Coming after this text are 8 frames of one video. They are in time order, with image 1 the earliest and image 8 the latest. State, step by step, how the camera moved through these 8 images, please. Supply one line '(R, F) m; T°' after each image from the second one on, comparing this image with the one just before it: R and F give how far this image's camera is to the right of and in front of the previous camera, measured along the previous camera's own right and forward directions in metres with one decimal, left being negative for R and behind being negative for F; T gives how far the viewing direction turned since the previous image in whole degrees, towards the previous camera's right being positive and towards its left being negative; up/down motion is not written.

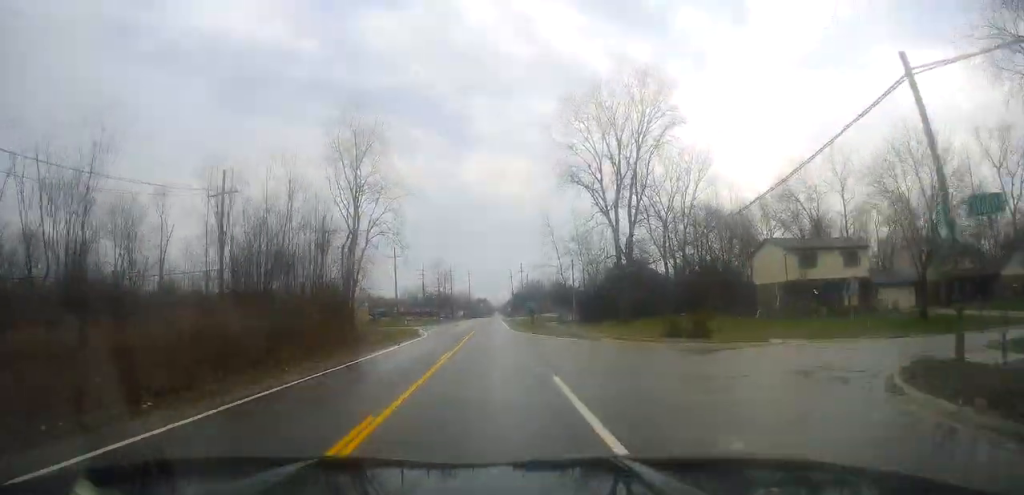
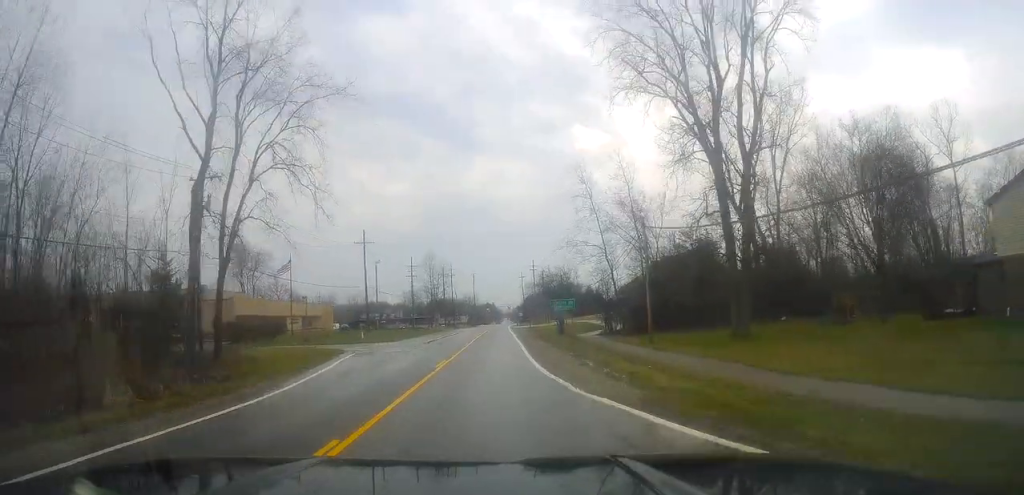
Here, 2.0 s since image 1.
(+1.0, +32.0) m; +3°
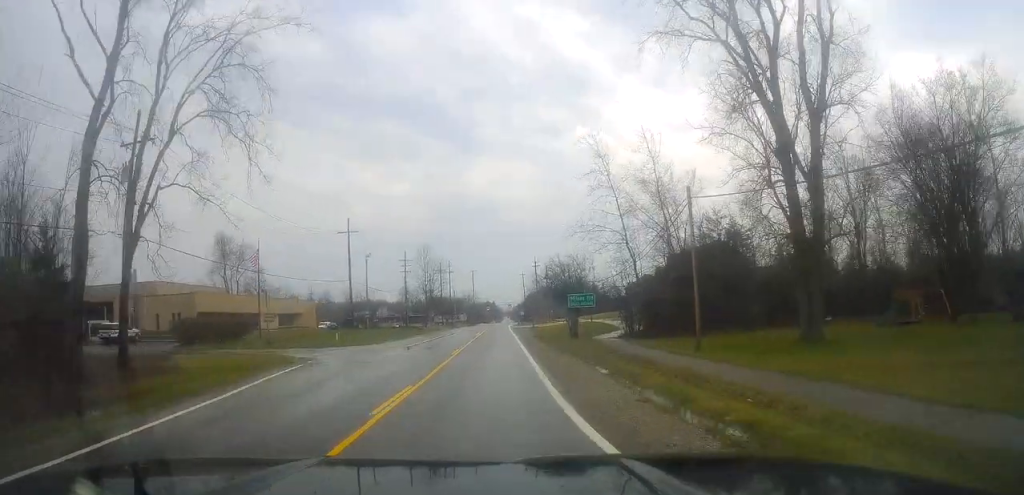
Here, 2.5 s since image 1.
(+0.1, +9.1) m; -1°
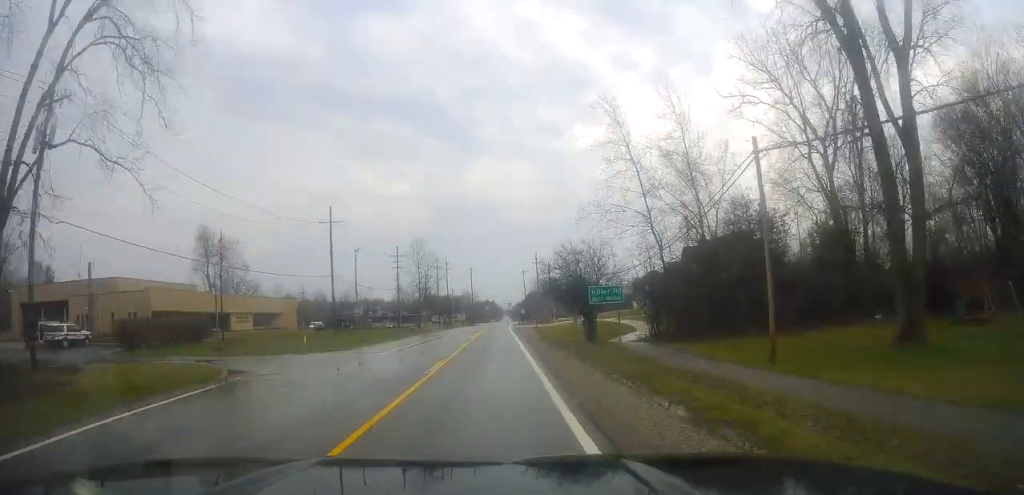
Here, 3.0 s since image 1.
(-0.1, +7.9) m; -2°
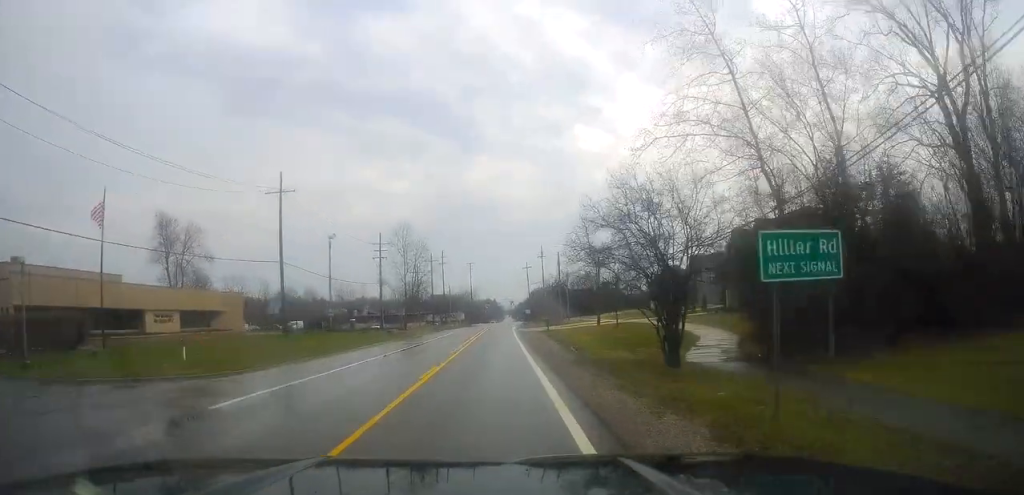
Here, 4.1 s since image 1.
(-0.6, +16.4) m; -2°
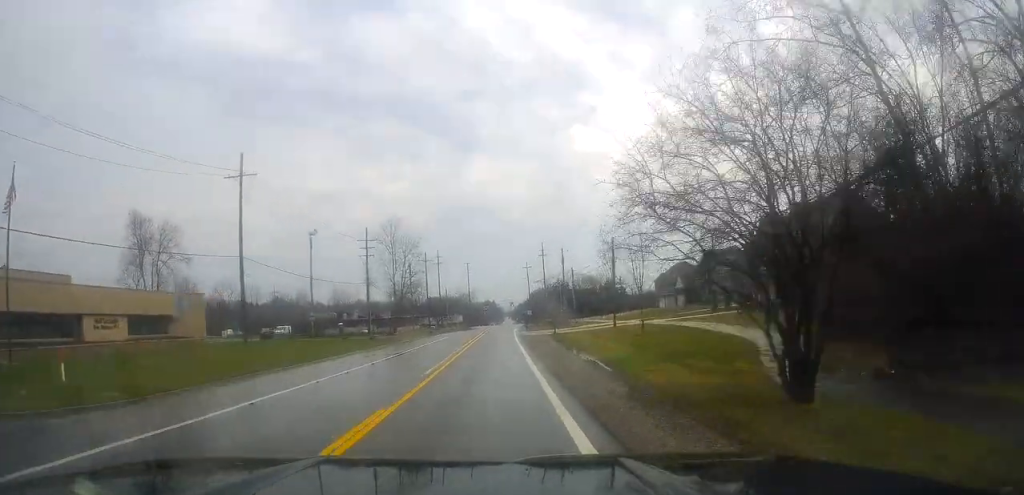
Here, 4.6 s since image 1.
(-0.4, +8.0) m; +1°
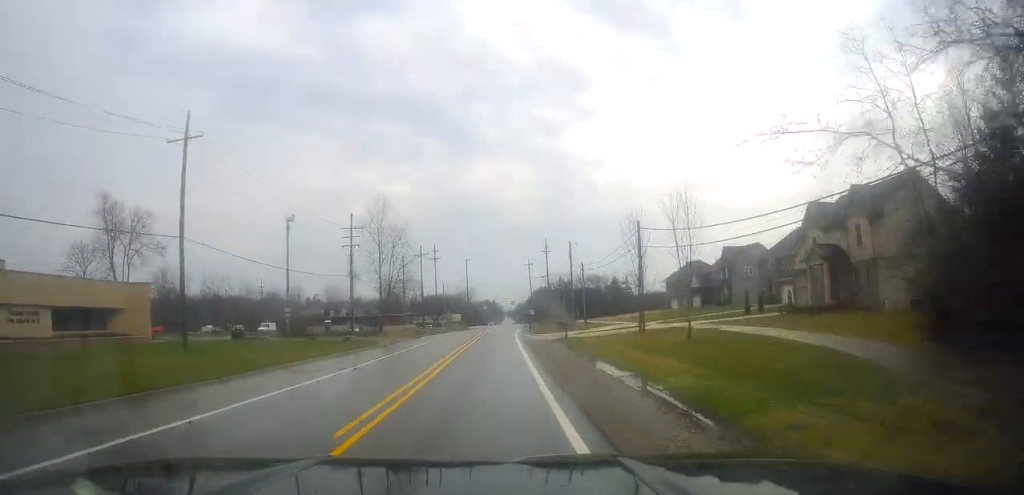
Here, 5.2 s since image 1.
(+0.5, +9.0) m; +1°
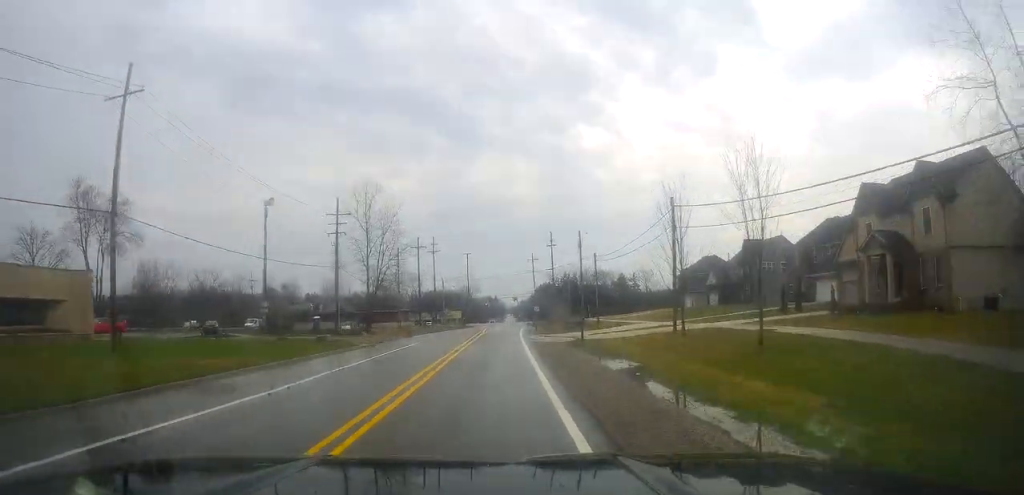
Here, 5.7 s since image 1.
(+0.4, +7.5) m; +1°
